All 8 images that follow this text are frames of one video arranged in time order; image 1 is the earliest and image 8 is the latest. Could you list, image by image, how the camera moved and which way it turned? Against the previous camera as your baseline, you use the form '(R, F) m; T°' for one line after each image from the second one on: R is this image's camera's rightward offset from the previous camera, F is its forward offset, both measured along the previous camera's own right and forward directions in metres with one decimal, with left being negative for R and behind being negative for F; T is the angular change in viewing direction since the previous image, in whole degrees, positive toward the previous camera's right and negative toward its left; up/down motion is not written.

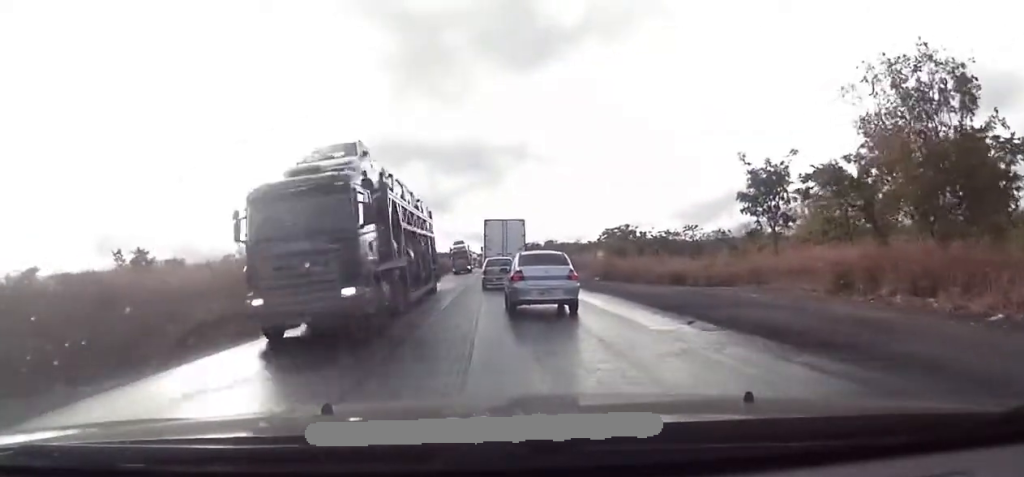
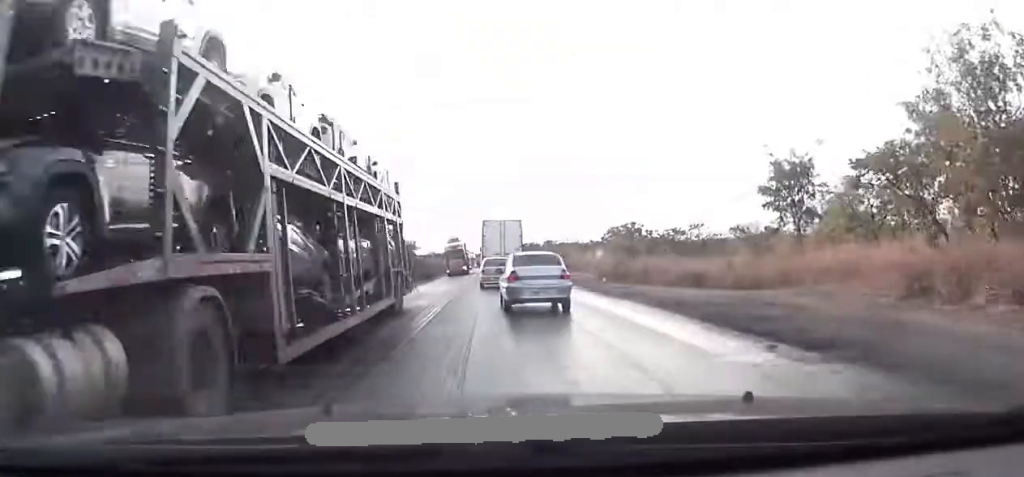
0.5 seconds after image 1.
(0.0, +3.9) m; +1°
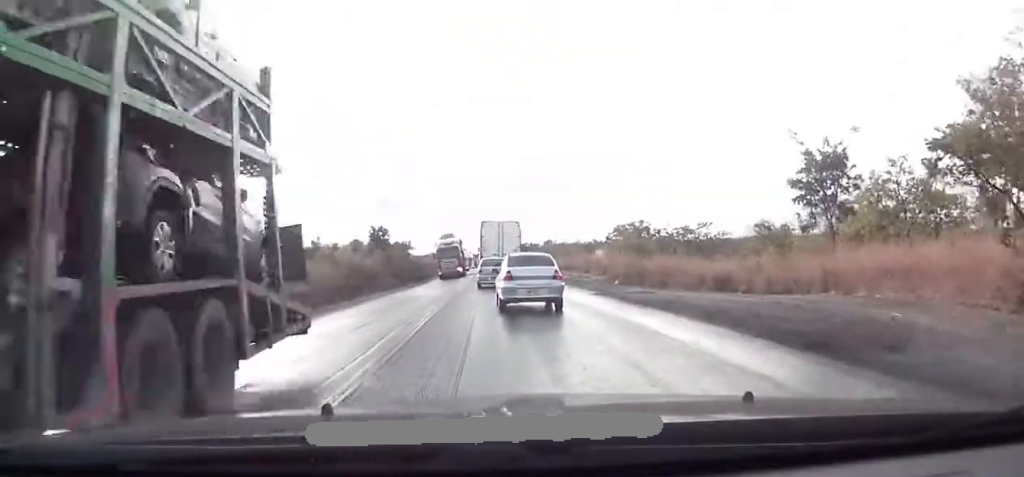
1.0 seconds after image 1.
(+0.1, +4.2) m; +1°
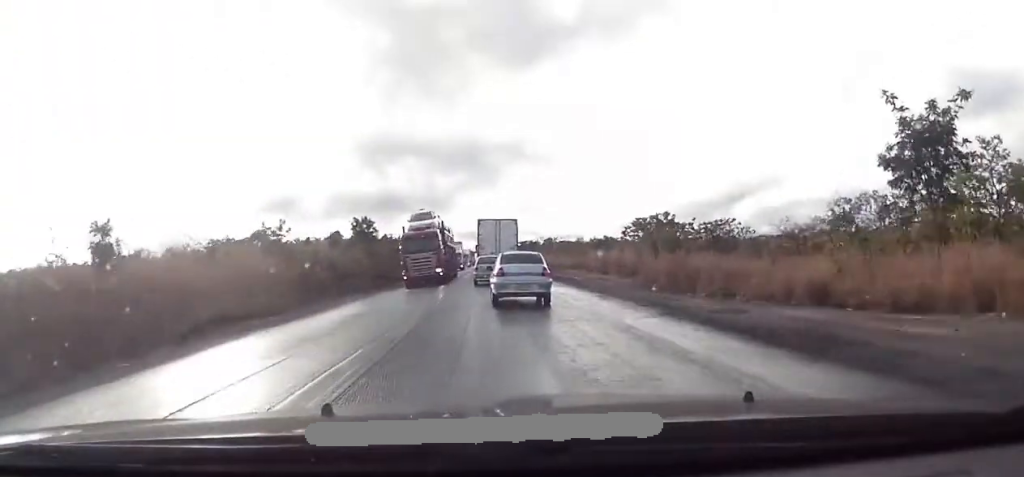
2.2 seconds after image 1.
(+0.1, +9.3) m; -1°
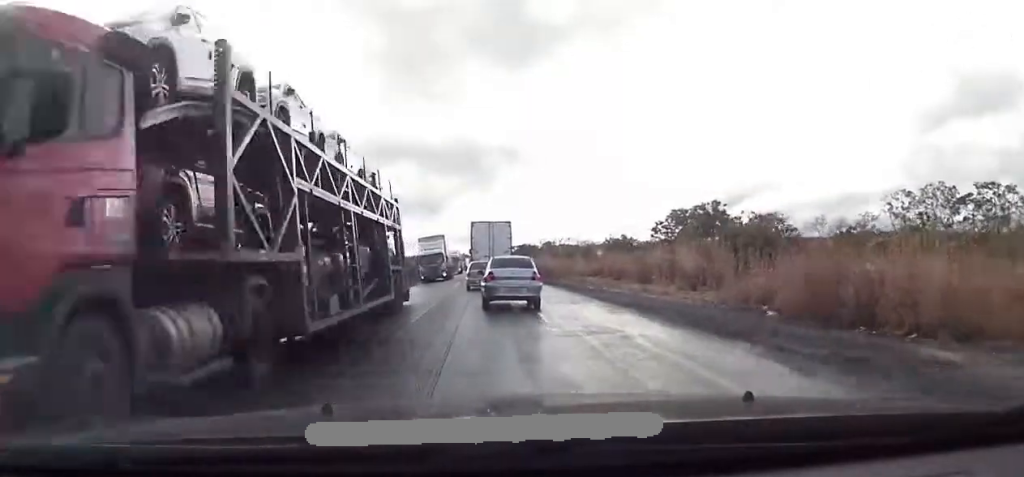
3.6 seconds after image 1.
(-0.3, +13.0) m; -2°
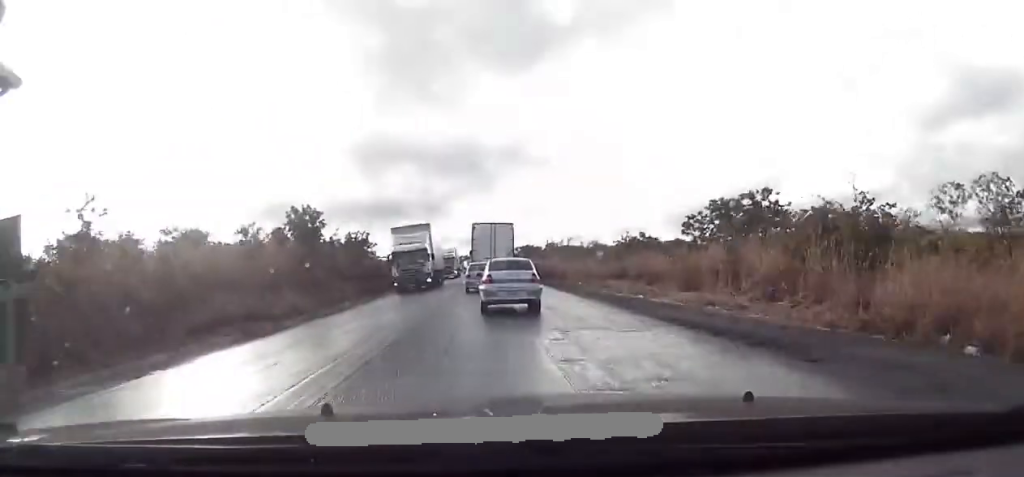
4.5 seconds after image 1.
(0.0, +7.8) m; 0°
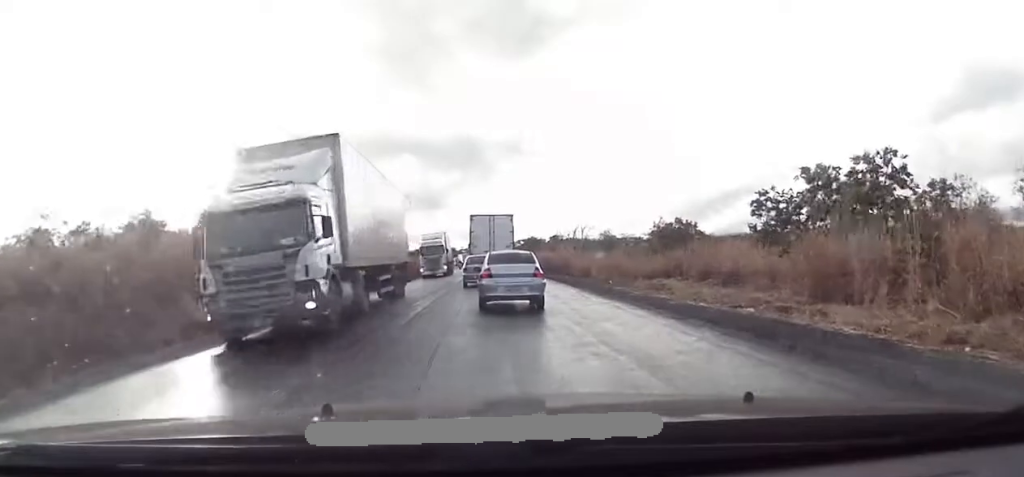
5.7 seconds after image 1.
(0.0, +11.8) m; 0°
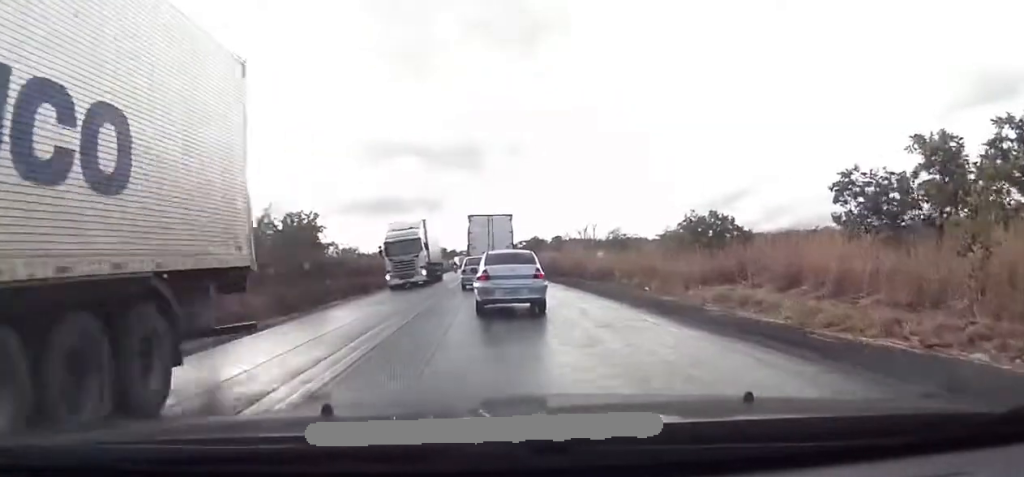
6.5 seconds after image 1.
(0.0, +8.7) m; 0°
